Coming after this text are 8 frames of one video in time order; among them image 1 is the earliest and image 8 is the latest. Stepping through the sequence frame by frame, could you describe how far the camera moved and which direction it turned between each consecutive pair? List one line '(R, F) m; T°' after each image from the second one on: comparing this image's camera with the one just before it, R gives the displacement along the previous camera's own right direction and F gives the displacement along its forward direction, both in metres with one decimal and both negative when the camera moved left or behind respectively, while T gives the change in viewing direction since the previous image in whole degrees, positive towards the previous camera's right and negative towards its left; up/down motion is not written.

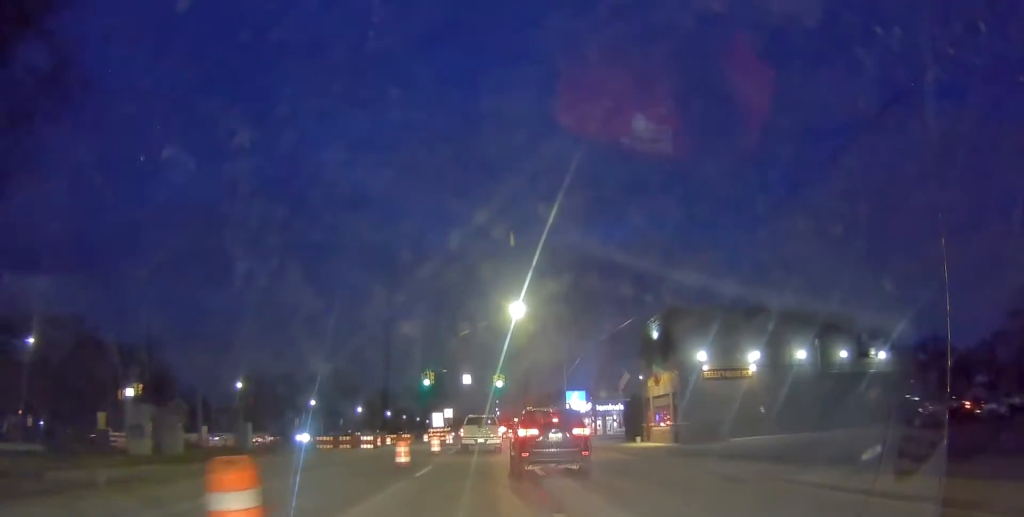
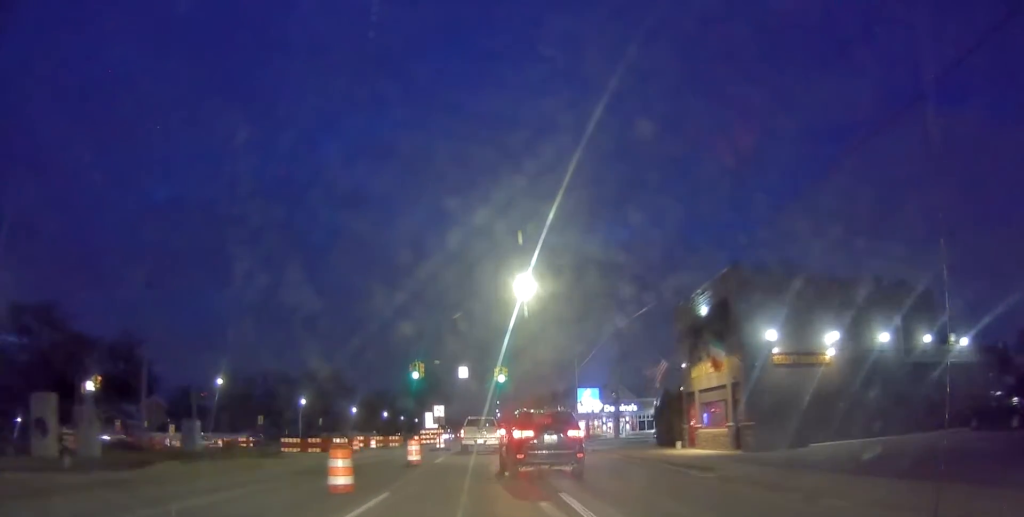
(0.0, +8.0) m; 0°
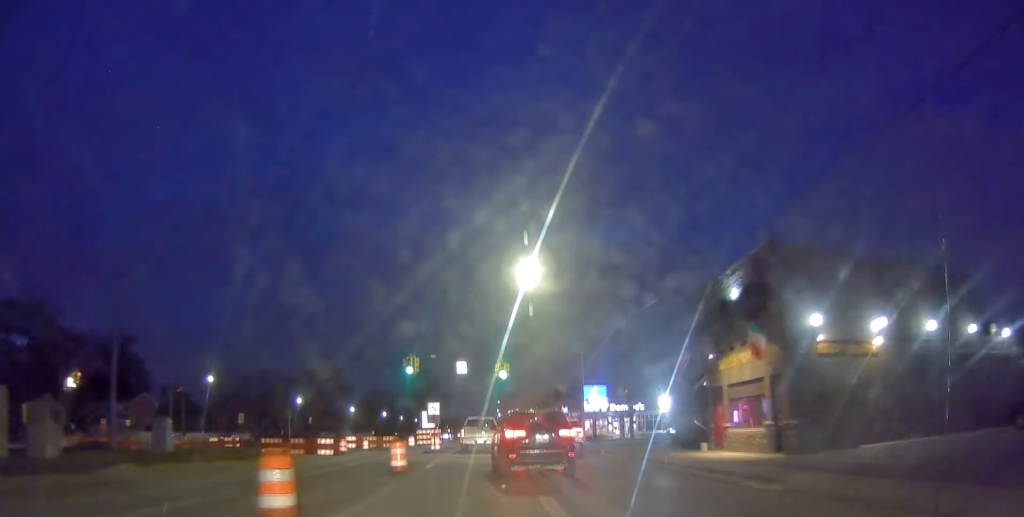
(0.0, +3.3) m; 0°
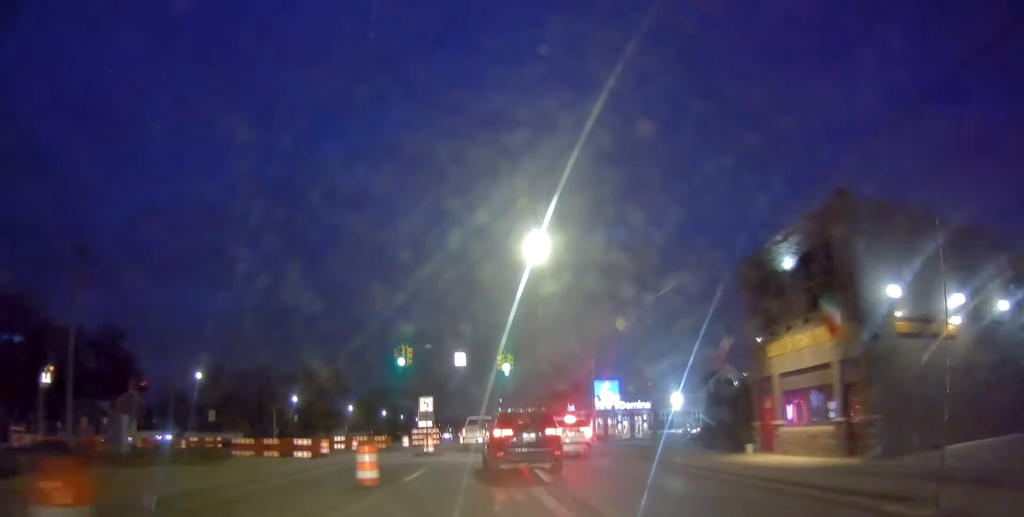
(0.0, +4.2) m; 0°
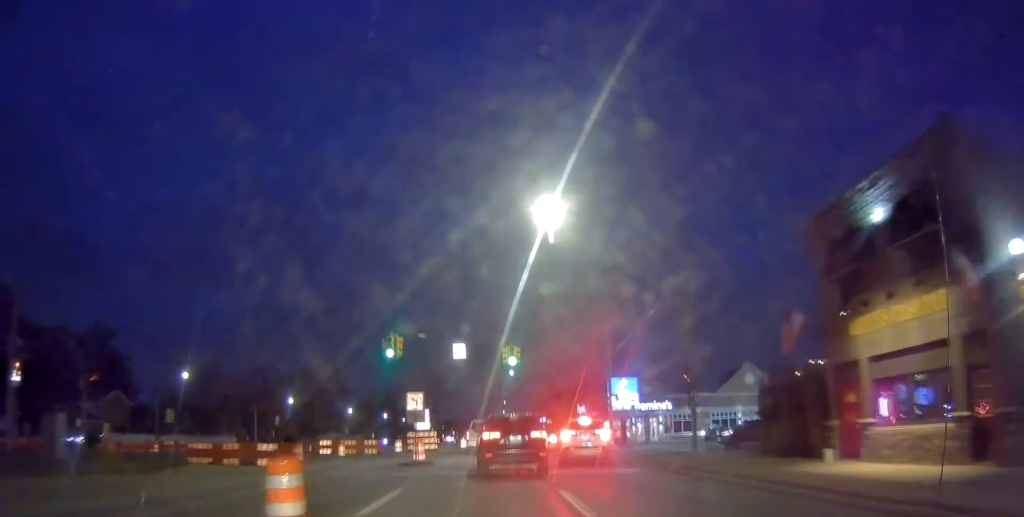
(0.0, +4.8) m; 0°
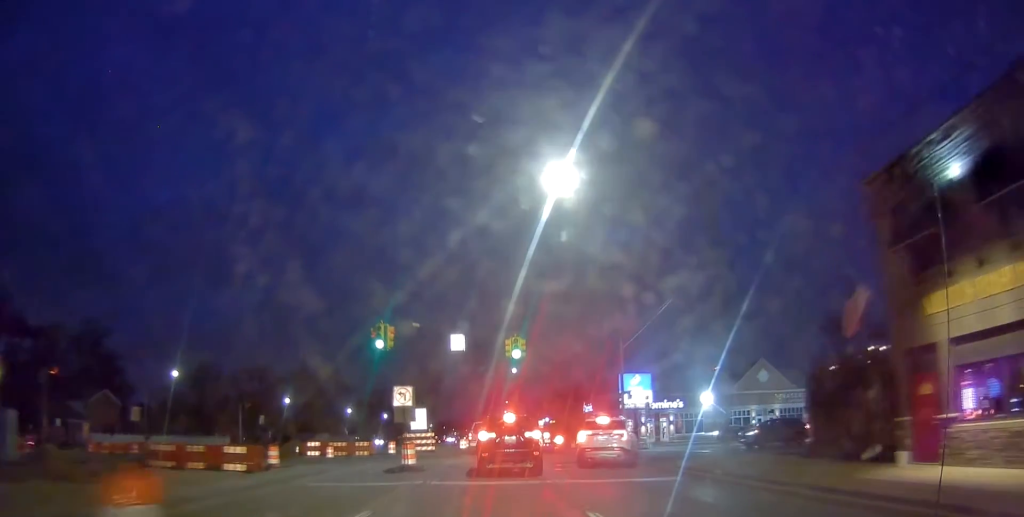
(0.0, +3.2) m; -2°
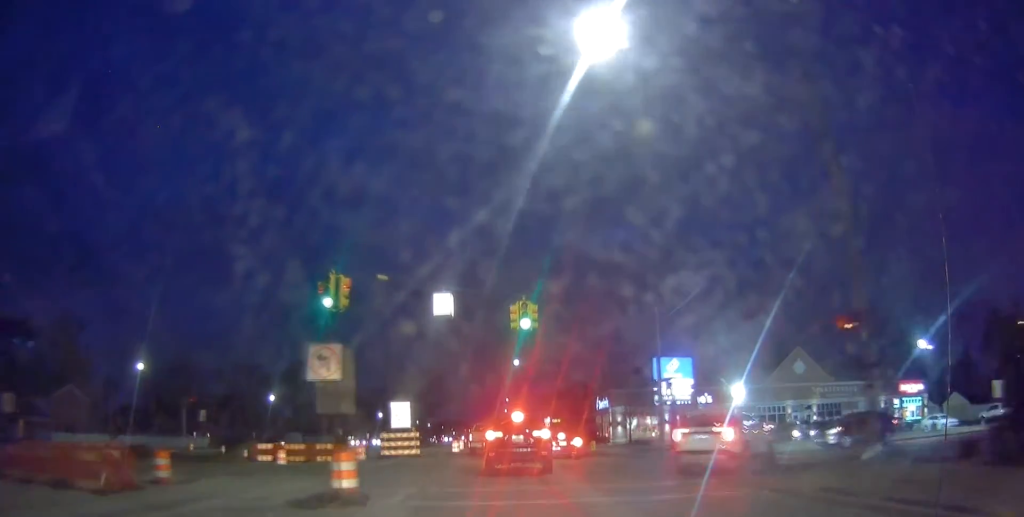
(-0.3, +7.9) m; -4°
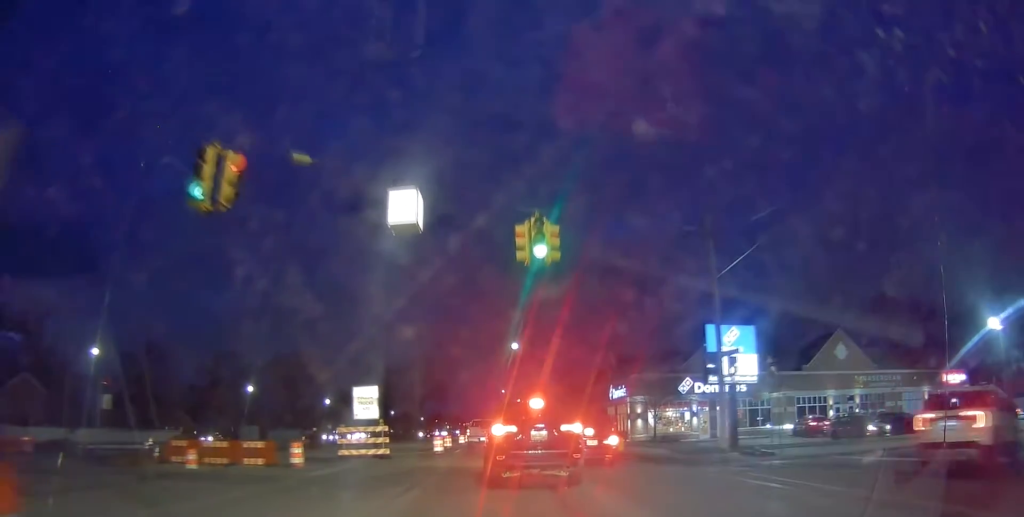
(-0.1, +8.1) m; +3°
